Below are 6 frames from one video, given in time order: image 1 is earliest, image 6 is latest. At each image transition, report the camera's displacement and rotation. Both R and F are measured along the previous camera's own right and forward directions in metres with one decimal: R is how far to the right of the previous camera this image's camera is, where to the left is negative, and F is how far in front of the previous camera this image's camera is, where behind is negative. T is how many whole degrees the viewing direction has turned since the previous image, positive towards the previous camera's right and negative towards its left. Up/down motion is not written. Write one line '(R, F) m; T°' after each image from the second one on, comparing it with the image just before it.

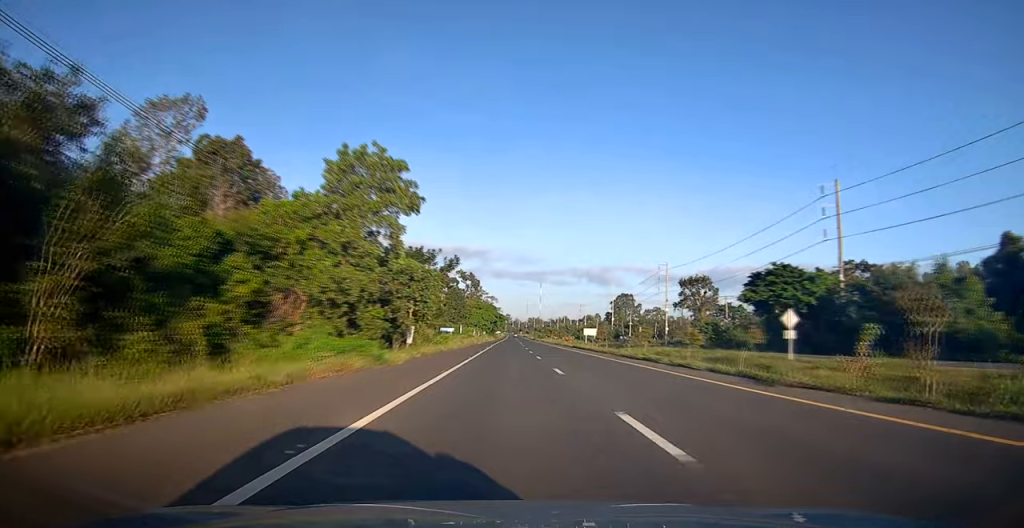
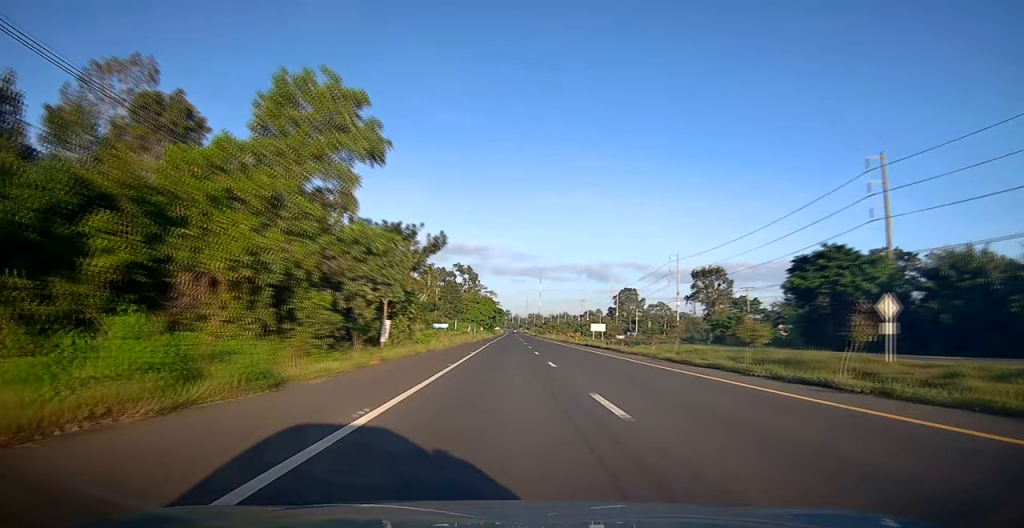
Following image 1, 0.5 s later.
(0.0, +9.5) m; 0°
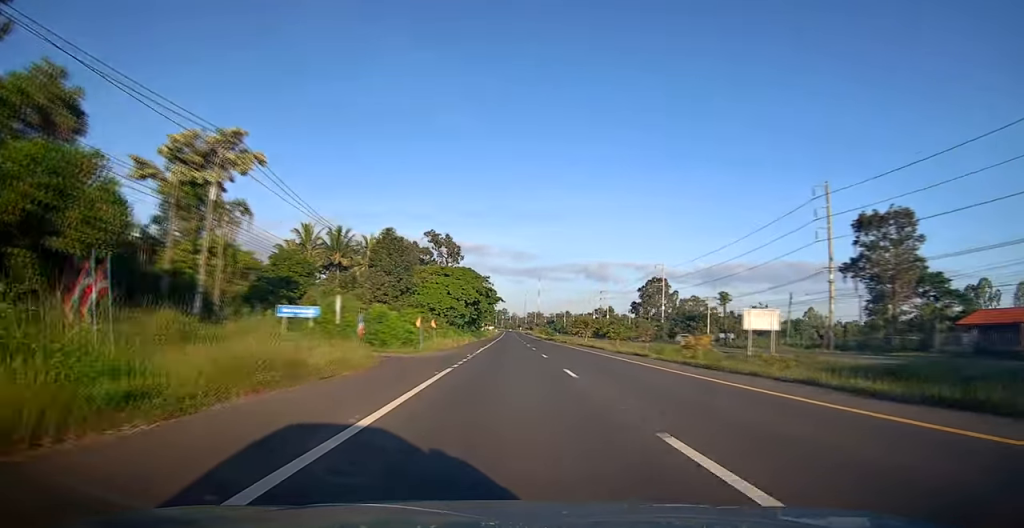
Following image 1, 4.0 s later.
(+1.0, +63.6) m; 0°
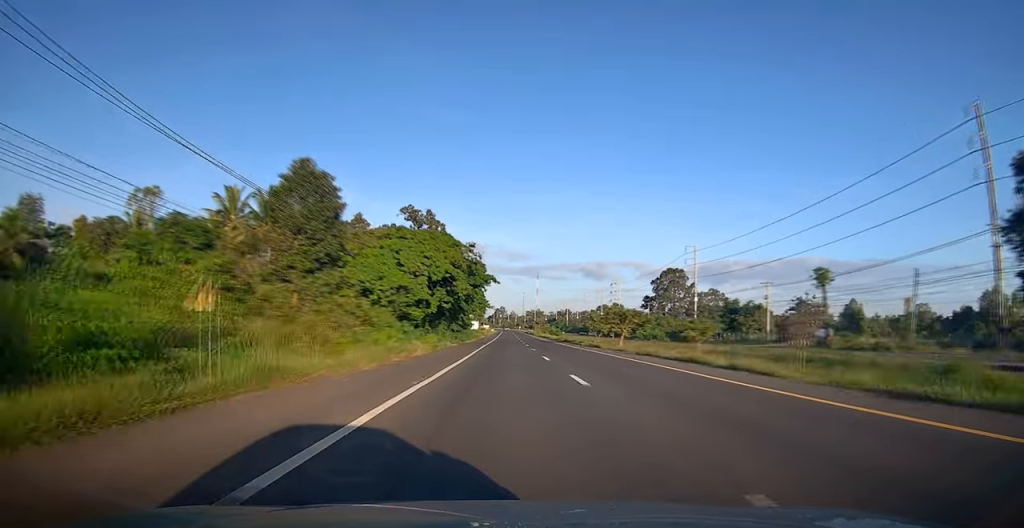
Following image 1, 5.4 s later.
(+0.1, +26.7) m; +2°
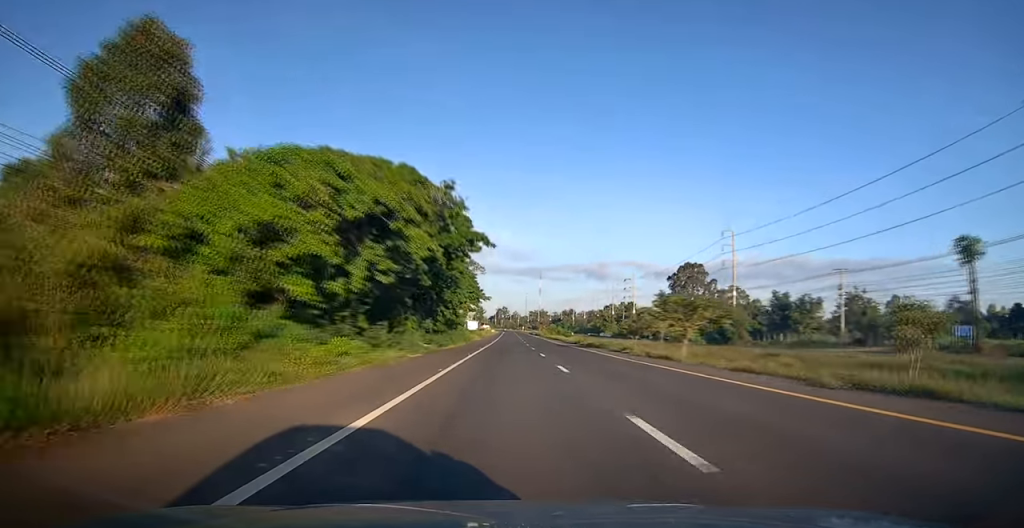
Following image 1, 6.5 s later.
(+0.5, +19.2) m; +1°
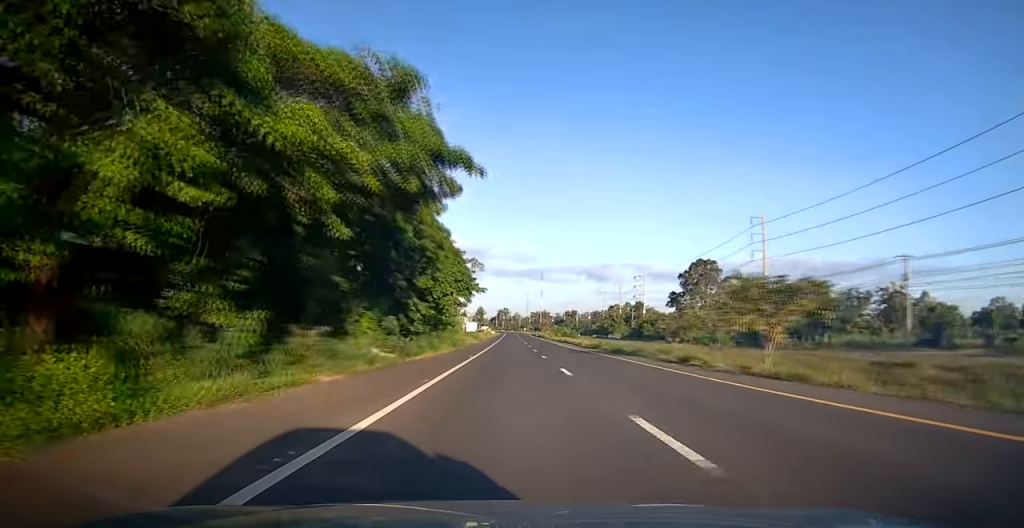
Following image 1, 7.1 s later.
(0.0, +11.8) m; -1°
